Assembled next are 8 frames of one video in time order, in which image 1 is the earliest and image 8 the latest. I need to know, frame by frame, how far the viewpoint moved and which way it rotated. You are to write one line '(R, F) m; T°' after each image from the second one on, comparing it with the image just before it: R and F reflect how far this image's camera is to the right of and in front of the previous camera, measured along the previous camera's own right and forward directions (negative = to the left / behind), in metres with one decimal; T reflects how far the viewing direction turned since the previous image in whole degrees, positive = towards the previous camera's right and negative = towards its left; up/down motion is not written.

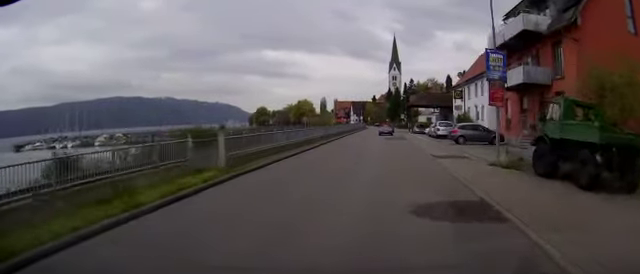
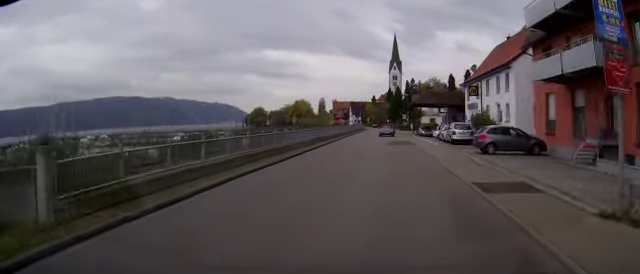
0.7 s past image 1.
(+0.1, +9.1) m; 0°
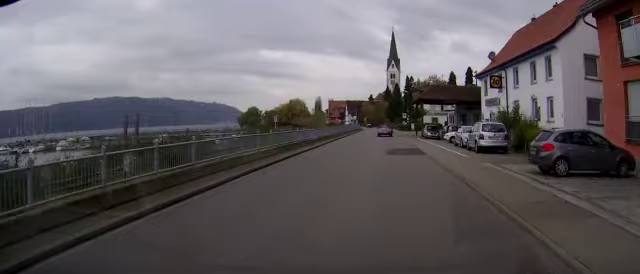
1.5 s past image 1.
(0.0, +10.0) m; 0°
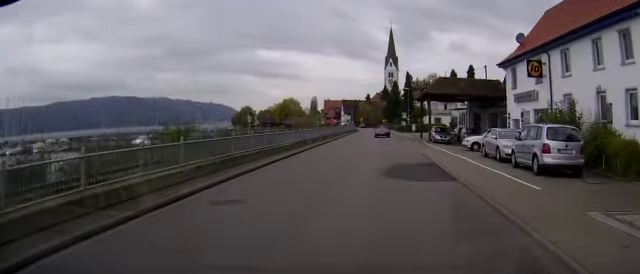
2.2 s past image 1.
(0.0, +10.0) m; 0°
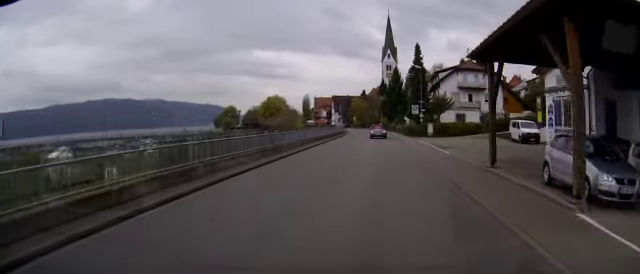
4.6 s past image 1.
(+0.1, +31.2) m; 0°
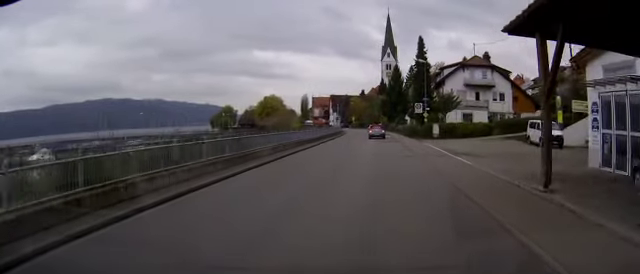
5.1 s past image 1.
(0.0, +5.6) m; 0°
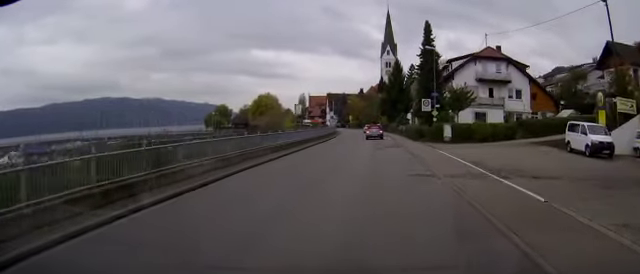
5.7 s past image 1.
(0.0, +8.7) m; 0°
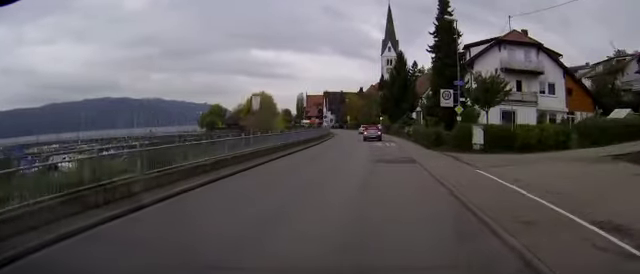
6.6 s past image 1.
(0.0, +11.7) m; 0°
